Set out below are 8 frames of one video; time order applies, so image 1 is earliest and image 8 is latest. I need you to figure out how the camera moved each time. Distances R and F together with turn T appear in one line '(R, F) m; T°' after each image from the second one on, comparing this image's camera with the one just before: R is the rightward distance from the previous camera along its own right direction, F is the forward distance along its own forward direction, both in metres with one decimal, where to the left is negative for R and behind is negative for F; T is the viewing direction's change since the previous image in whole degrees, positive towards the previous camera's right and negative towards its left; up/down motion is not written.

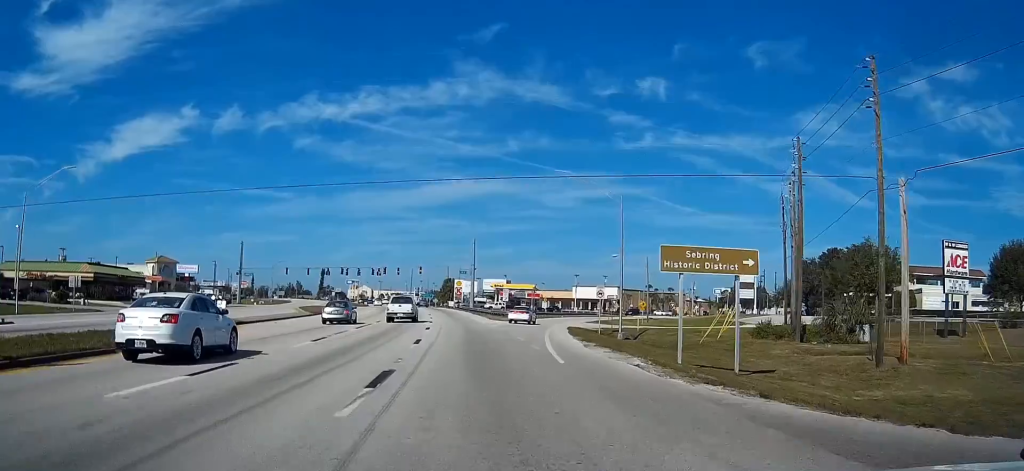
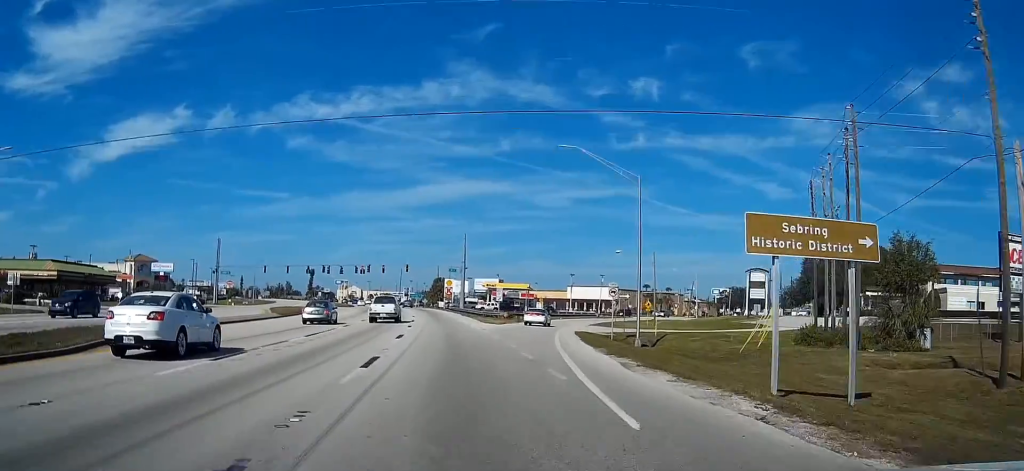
(0.0, +9.0) m; +1°
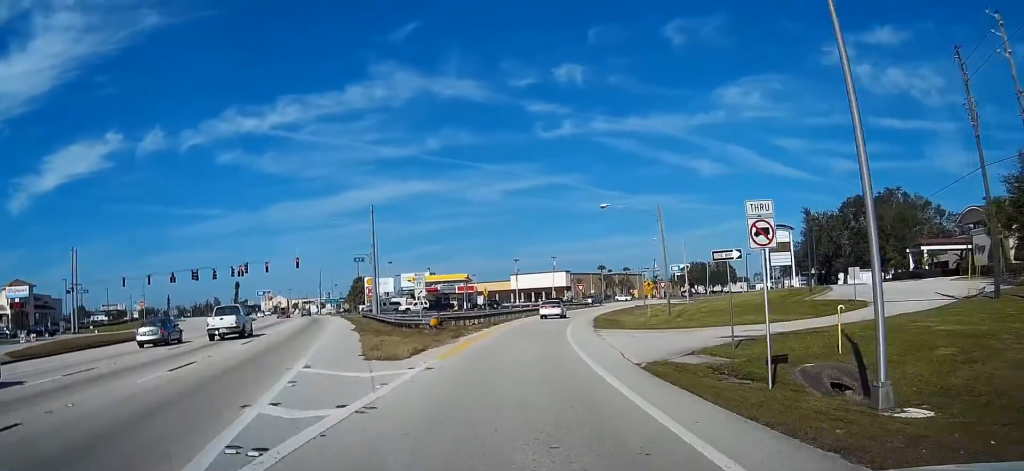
(+1.8, +33.6) m; +7°
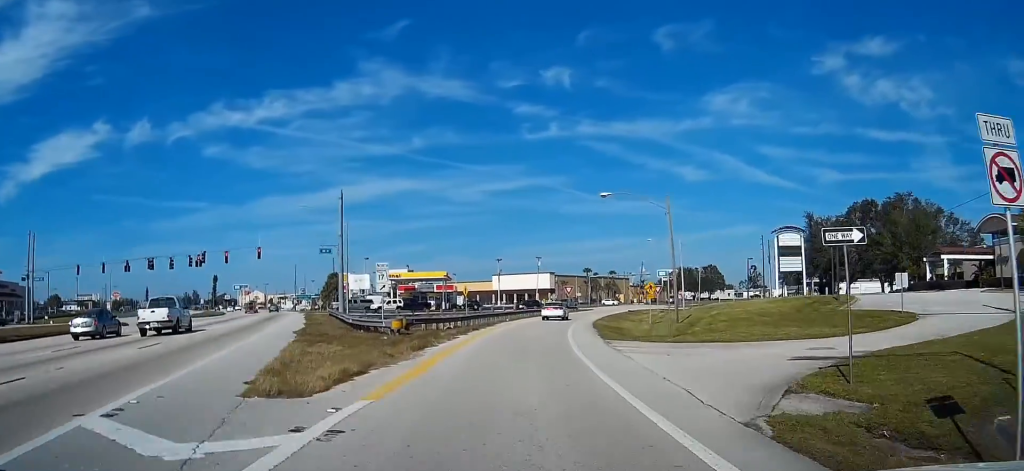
(0.0, +8.3) m; +2°
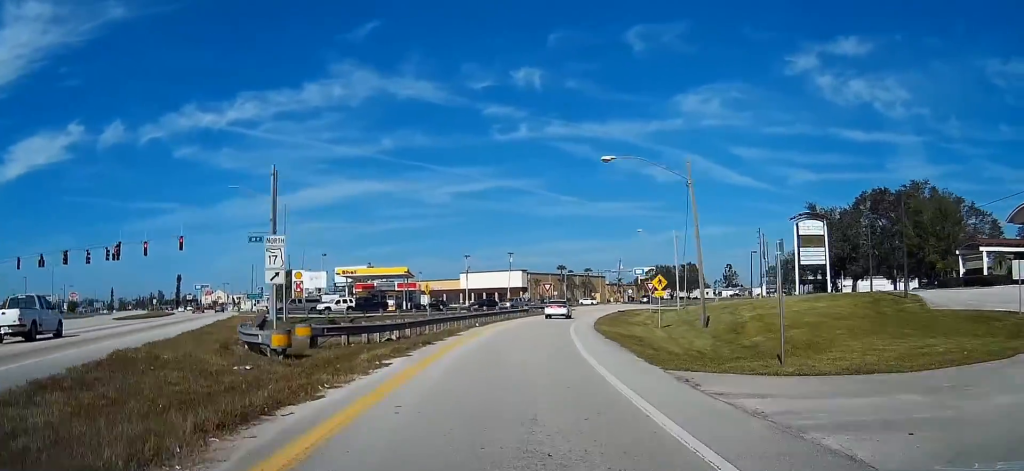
(+0.4, +13.5) m; +2°
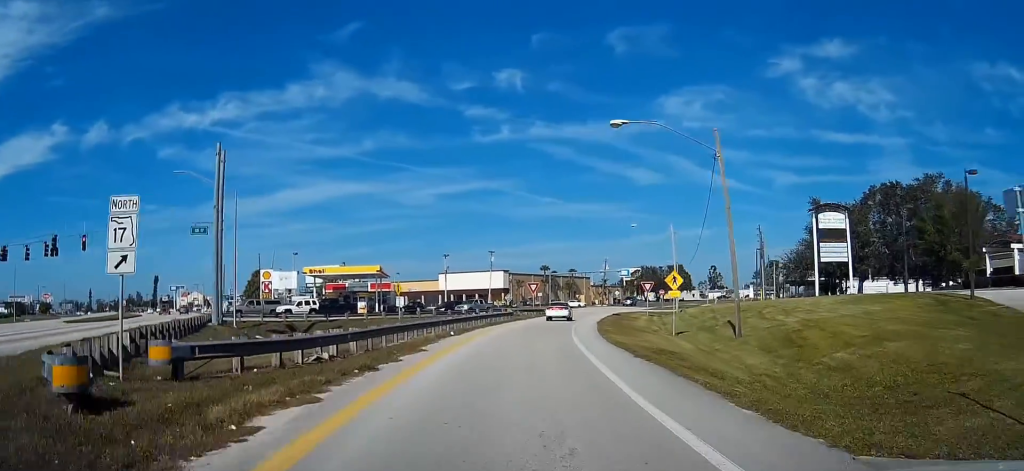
(+0.1, +8.4) m; +1°
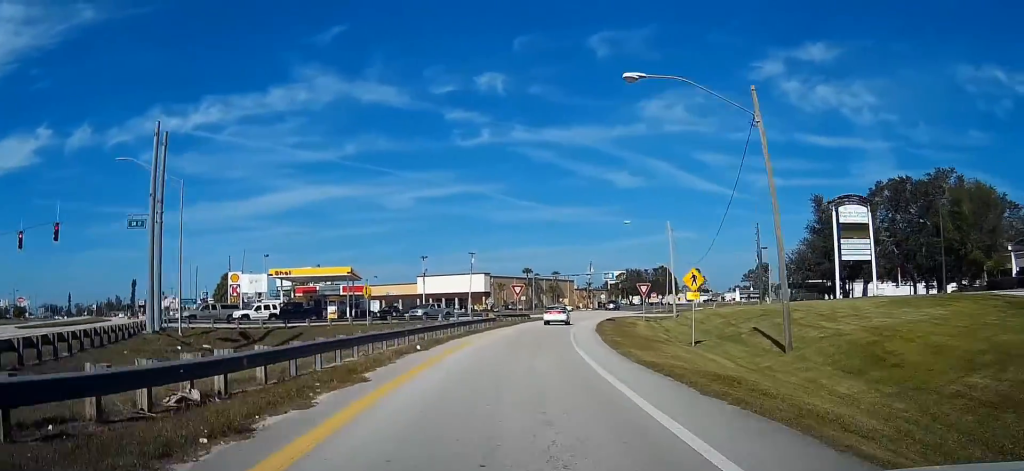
(+0.1, +7.3) m; +1°
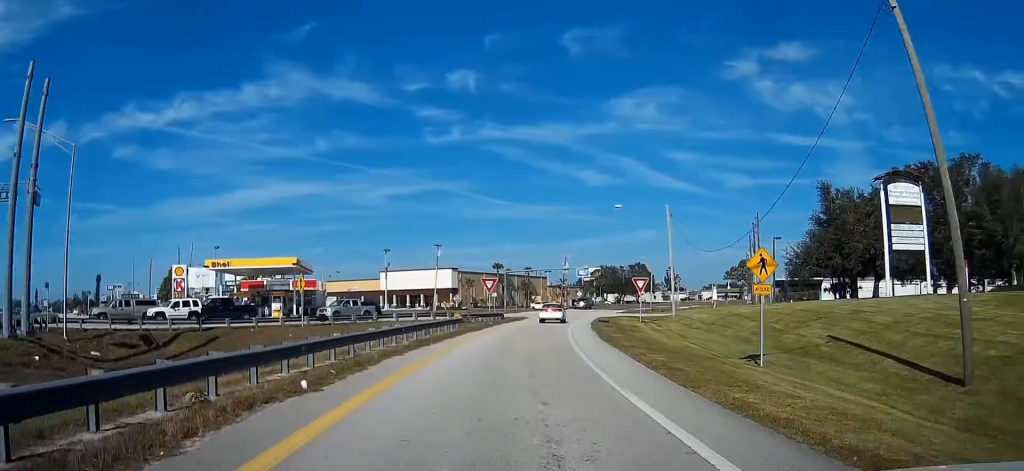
(+0.2, +11.7) m; +2°
